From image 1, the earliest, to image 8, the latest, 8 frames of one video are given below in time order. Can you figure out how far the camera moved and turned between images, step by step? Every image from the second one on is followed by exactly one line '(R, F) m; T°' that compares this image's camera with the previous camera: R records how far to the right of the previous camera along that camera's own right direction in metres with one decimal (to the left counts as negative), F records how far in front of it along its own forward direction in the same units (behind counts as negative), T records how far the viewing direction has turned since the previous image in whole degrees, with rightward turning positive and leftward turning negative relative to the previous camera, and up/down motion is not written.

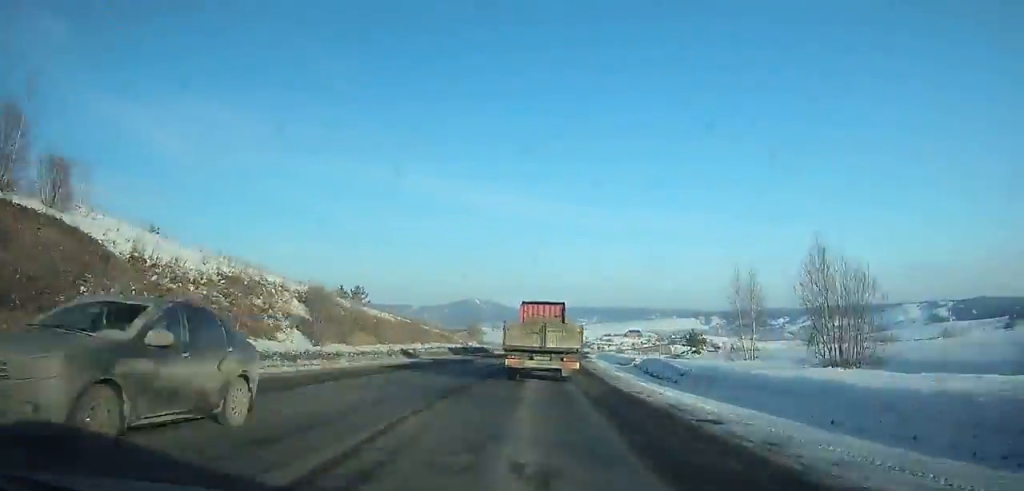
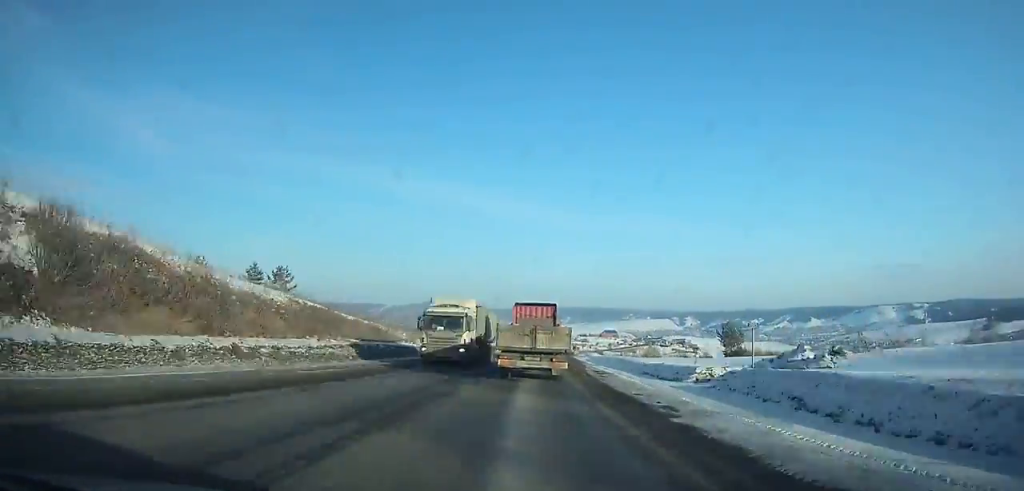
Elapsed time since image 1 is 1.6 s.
(+0.4, +24.8) m; +2°
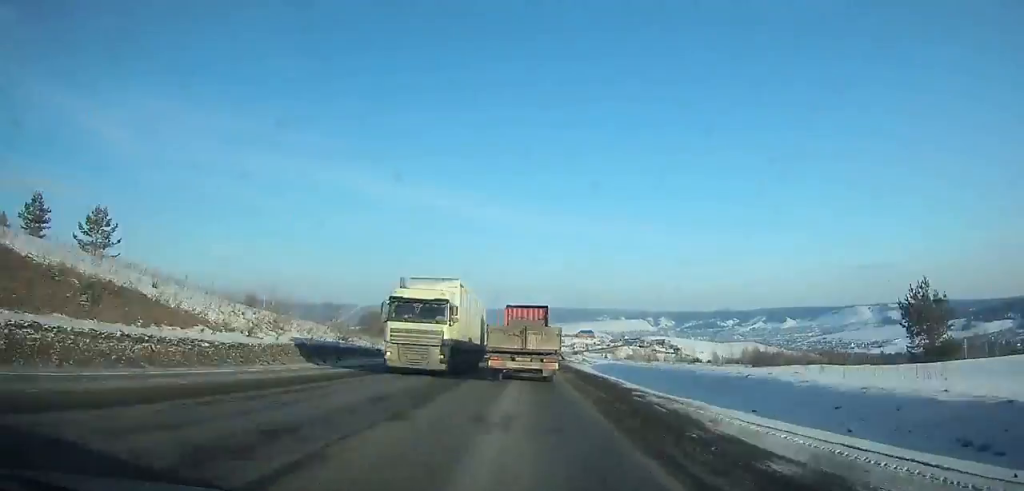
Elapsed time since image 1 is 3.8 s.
(+1.2, +34.7) m; +2°
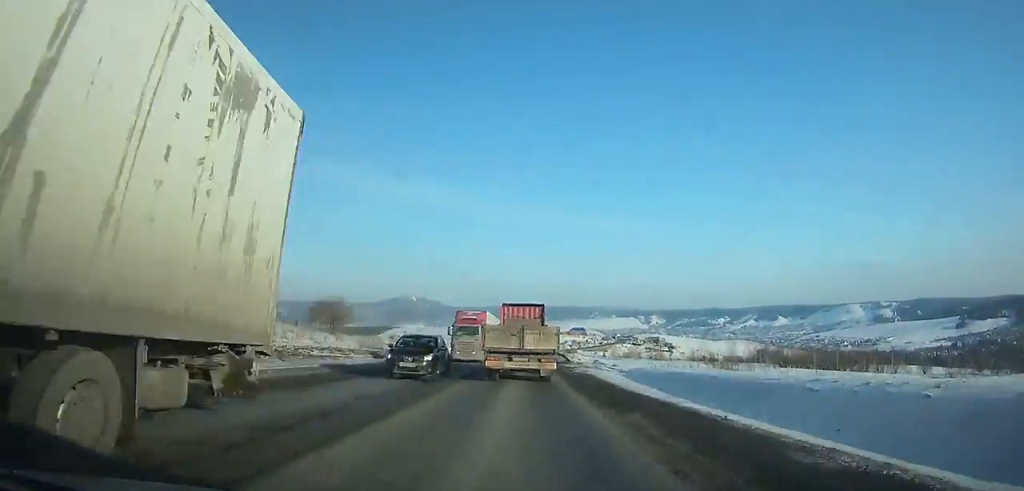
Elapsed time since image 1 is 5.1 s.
(+0.2, +21.1) m; +1°
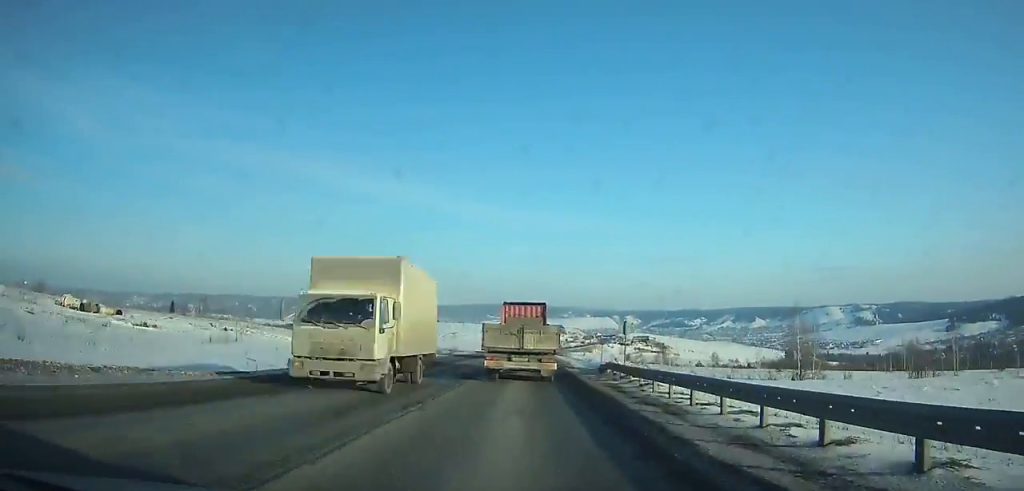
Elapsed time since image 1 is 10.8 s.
(+2.0, +95.9) m; +2°
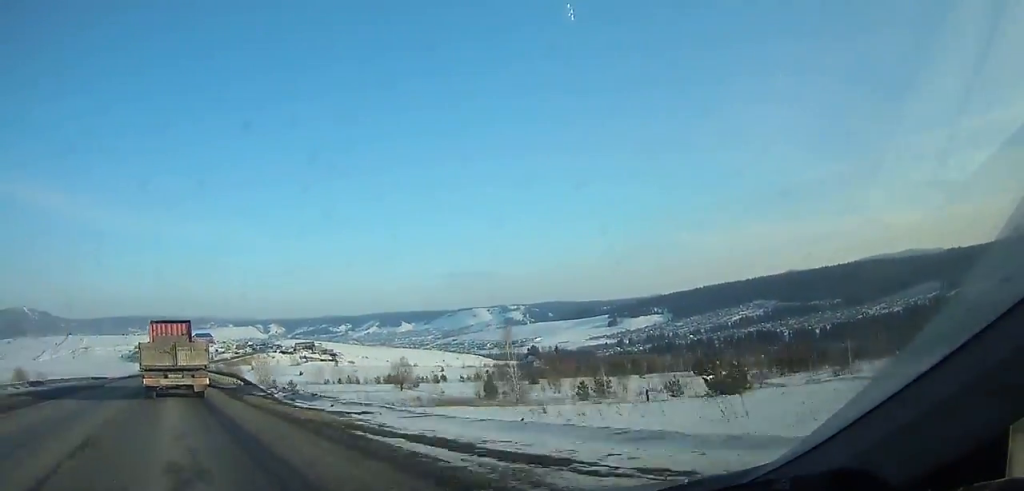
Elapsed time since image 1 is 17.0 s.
(-0.3, +112.2) m; 0°
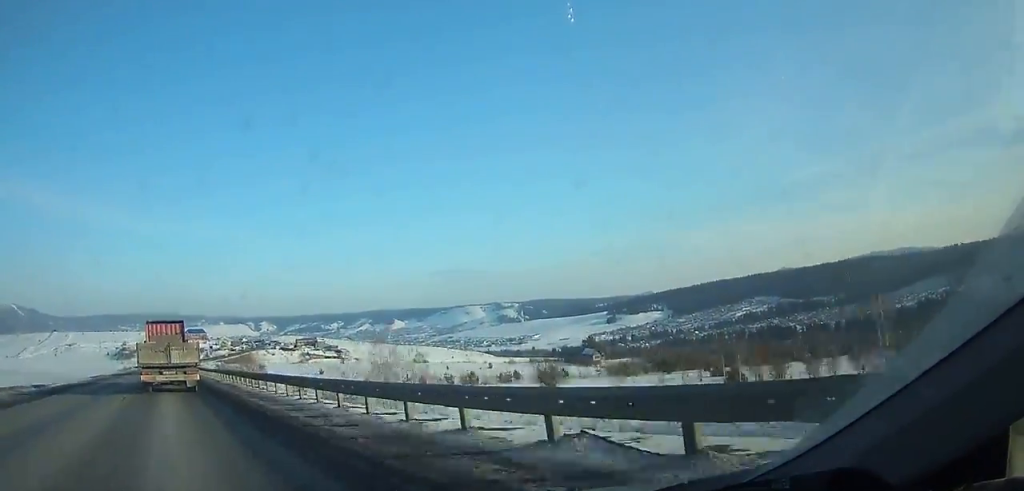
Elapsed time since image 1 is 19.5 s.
(+0.1, +47.5) m; 0°
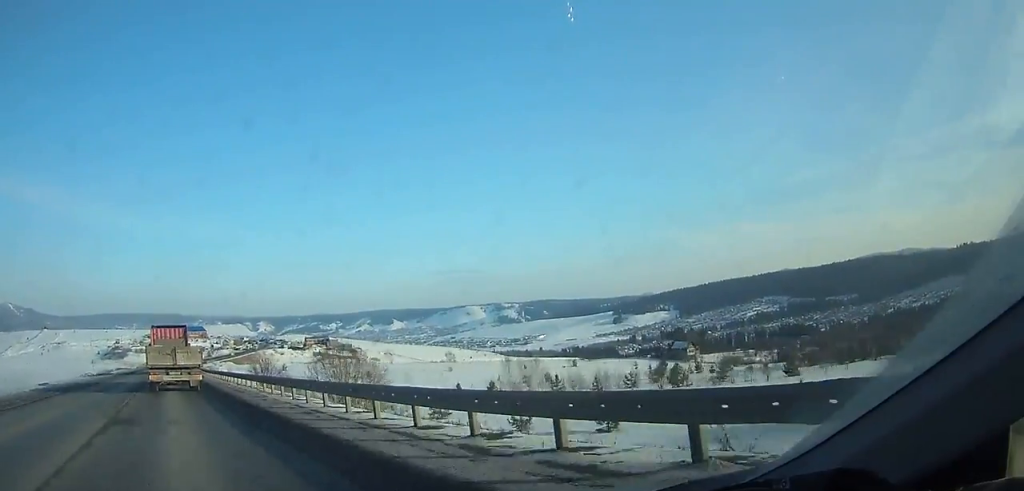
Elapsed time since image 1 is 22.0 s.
(+0.2, +48.5) m; 0°
